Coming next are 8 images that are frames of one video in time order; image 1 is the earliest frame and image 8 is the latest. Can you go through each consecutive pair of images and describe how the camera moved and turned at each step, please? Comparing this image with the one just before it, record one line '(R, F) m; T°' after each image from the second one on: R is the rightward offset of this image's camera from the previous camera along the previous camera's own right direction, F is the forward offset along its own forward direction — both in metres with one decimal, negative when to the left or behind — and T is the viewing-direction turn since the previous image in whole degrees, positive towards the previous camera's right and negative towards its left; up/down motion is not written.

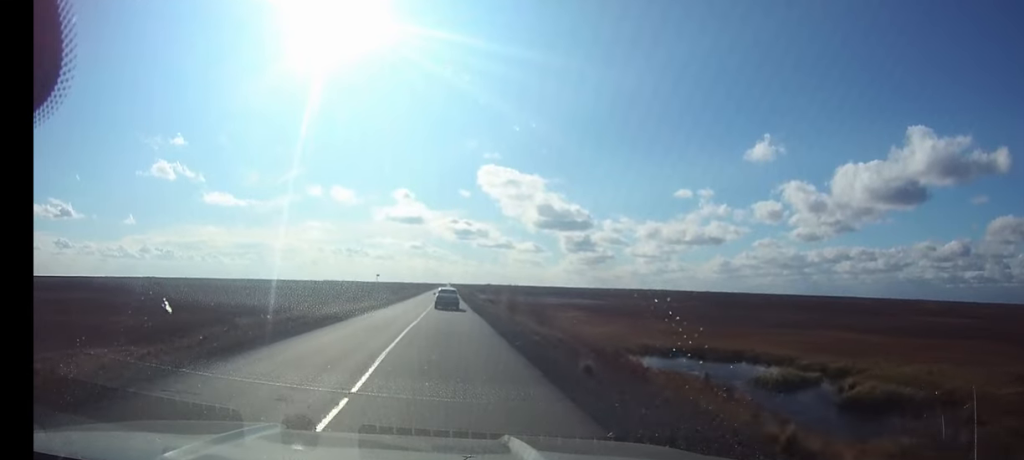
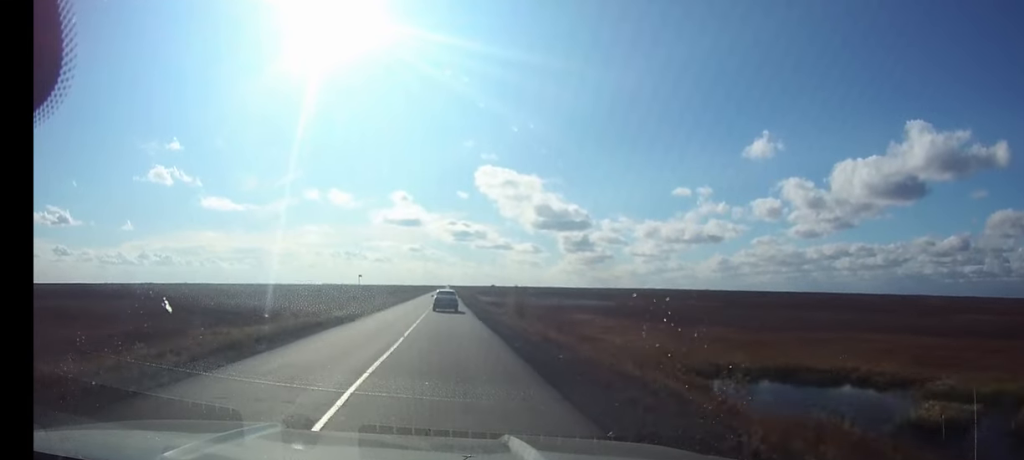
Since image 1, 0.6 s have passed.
(0.0, +11.0) m; 0°
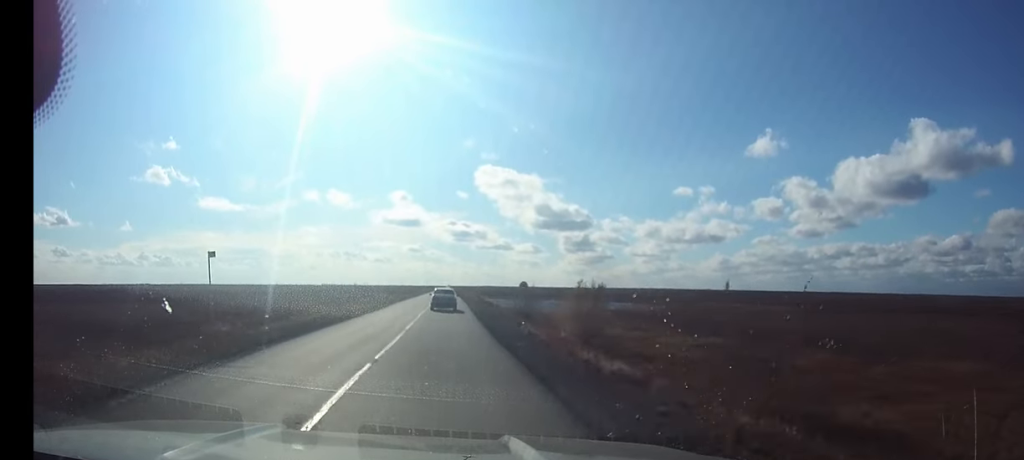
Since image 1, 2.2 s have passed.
(0.0, +32.2) m; 0°
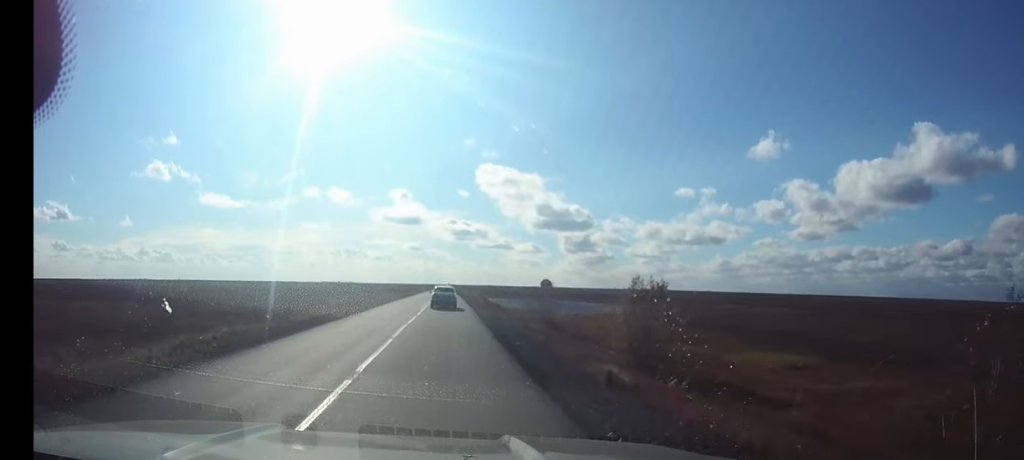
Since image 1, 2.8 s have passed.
(0.0, +10.8) m; 0°
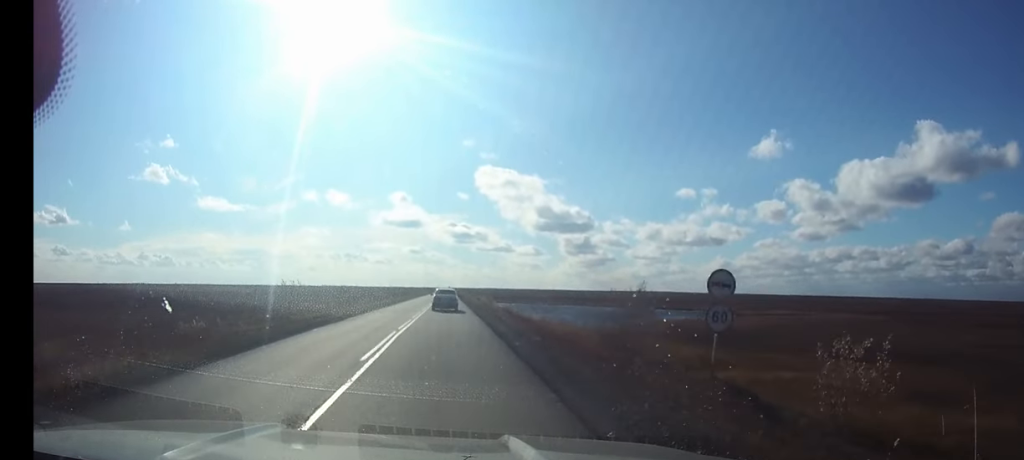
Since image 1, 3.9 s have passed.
(0.0, +23.4) m; 0°
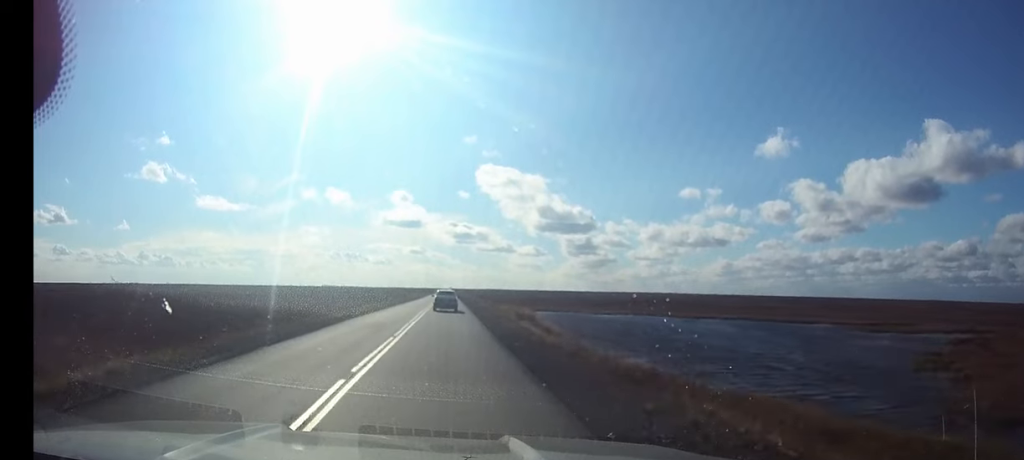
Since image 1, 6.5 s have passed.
(-0.1, +47.5) m; 0°
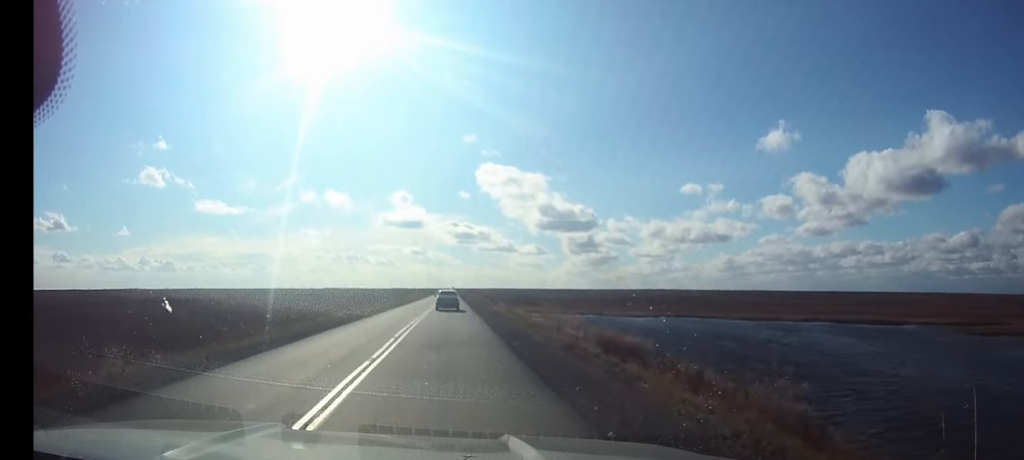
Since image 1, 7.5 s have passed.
(0.0, +20.8) m; 0°
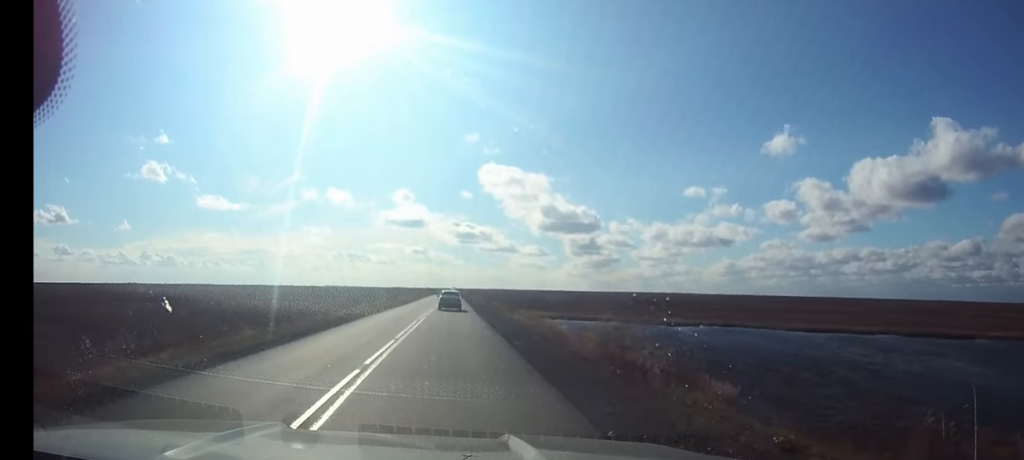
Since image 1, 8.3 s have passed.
(0.0, +14.5) m; 0°
